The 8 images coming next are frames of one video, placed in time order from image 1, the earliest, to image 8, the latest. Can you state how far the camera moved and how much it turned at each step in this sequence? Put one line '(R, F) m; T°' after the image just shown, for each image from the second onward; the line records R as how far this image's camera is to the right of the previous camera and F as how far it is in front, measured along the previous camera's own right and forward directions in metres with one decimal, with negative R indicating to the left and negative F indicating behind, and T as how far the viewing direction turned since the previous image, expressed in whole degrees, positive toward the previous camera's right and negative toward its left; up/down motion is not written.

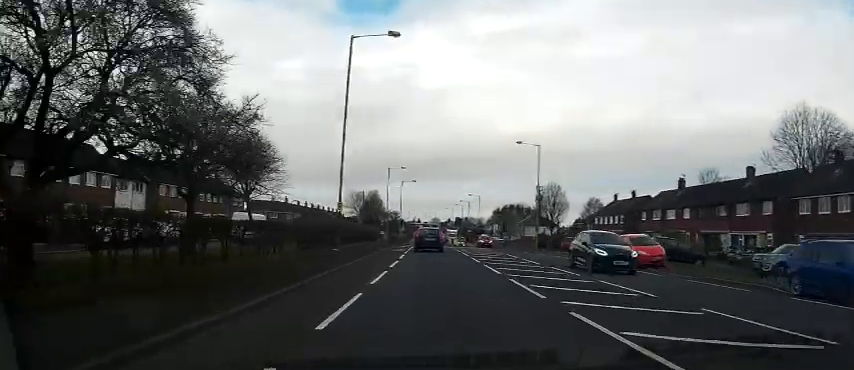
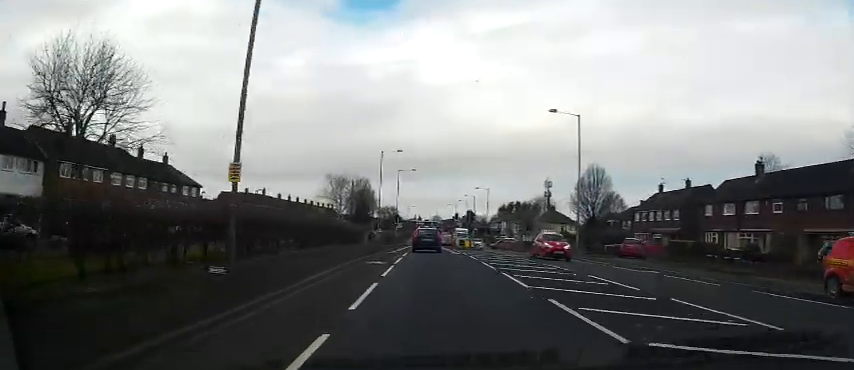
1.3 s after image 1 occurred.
(-0.3, +15.7) m; -2°
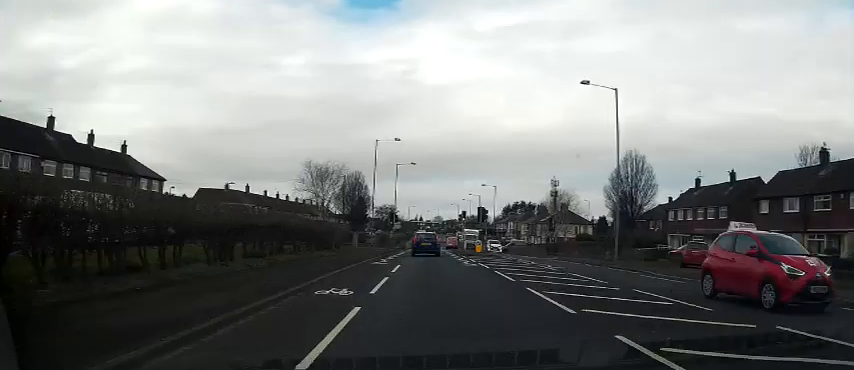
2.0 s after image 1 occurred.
(0.0, +9.1) m; +1°
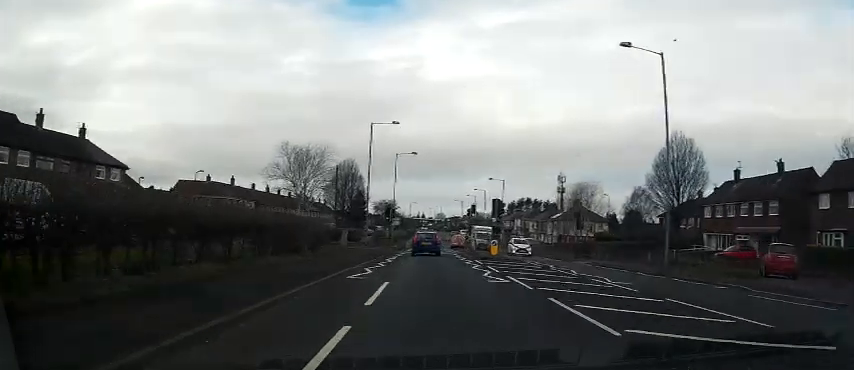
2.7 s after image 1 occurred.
(+0.1, +7.5) m; +1°
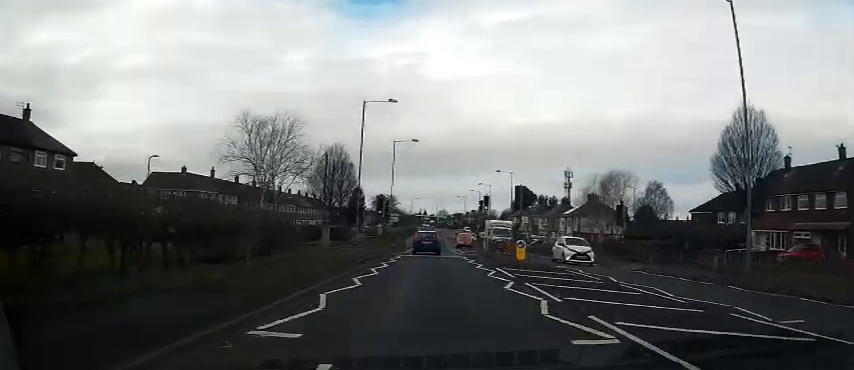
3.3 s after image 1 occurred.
(0.0, +8.1) m; -1°
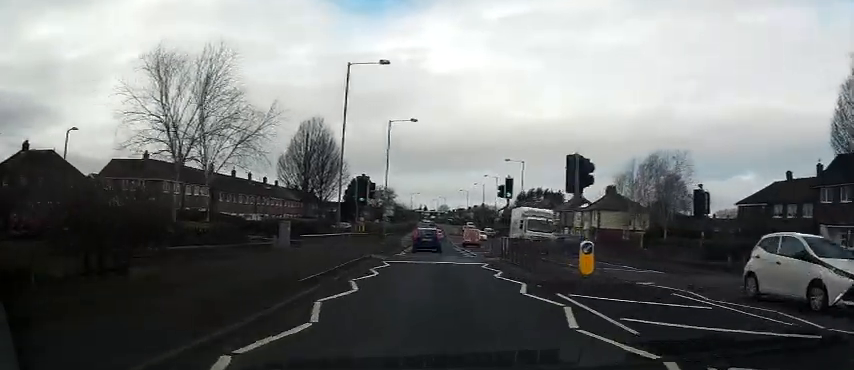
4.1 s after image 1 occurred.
(-0.1, +9.6) m; -1°
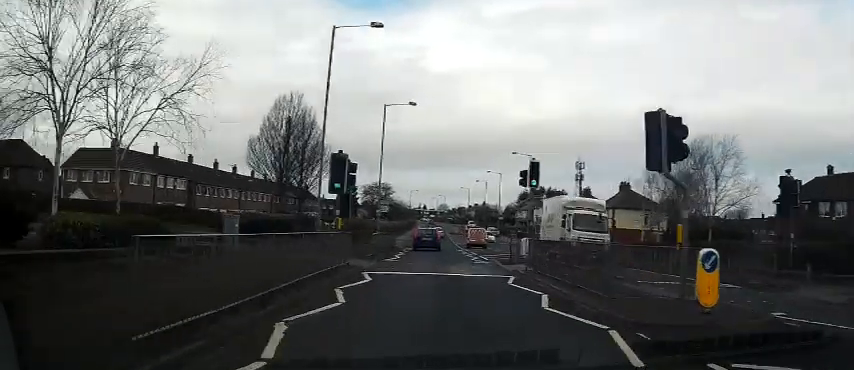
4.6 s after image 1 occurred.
(-0.2, +6.1) m; 0°
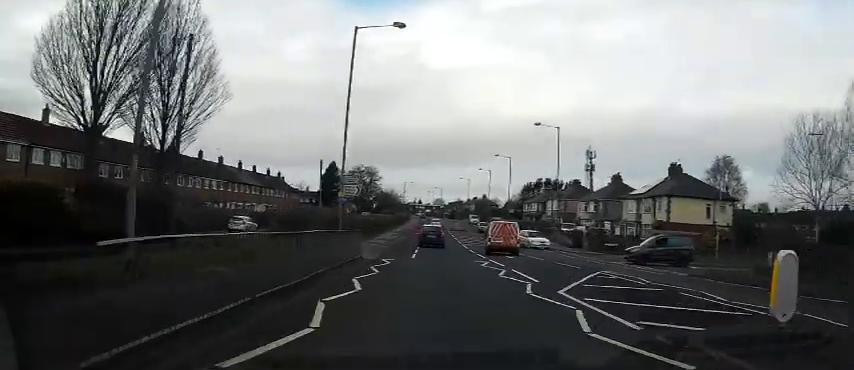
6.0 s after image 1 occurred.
(+0.3, +17.3) m; 0°
